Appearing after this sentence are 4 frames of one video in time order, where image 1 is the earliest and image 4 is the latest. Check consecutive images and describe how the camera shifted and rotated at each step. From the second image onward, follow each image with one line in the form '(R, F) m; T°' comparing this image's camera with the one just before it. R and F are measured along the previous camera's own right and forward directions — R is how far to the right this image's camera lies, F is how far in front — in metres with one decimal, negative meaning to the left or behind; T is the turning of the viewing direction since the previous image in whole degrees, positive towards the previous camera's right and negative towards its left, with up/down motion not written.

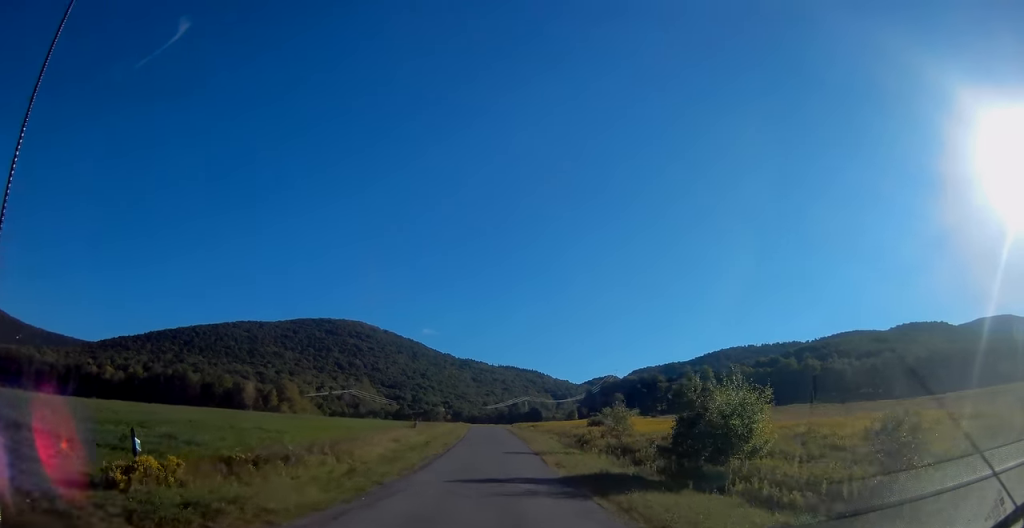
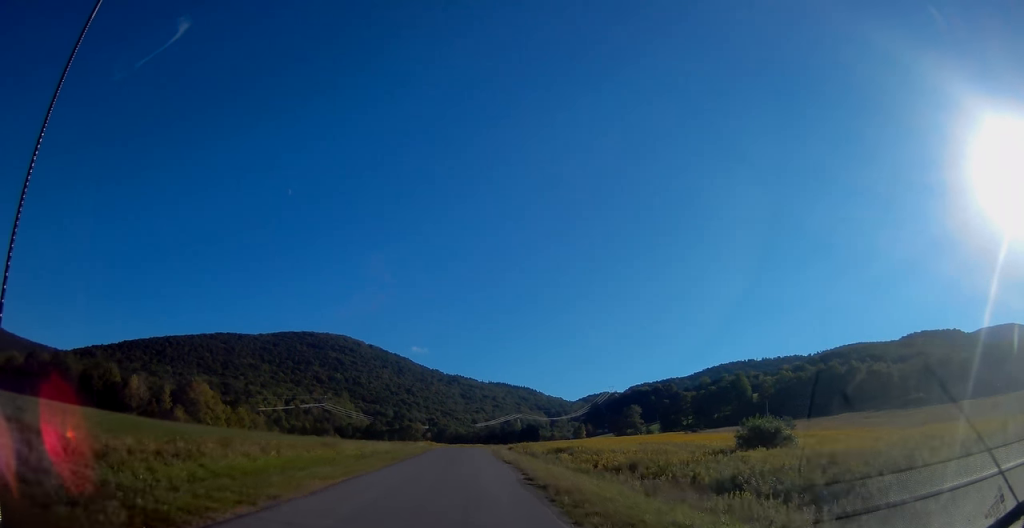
(+1.2, +67.0) m; 0°
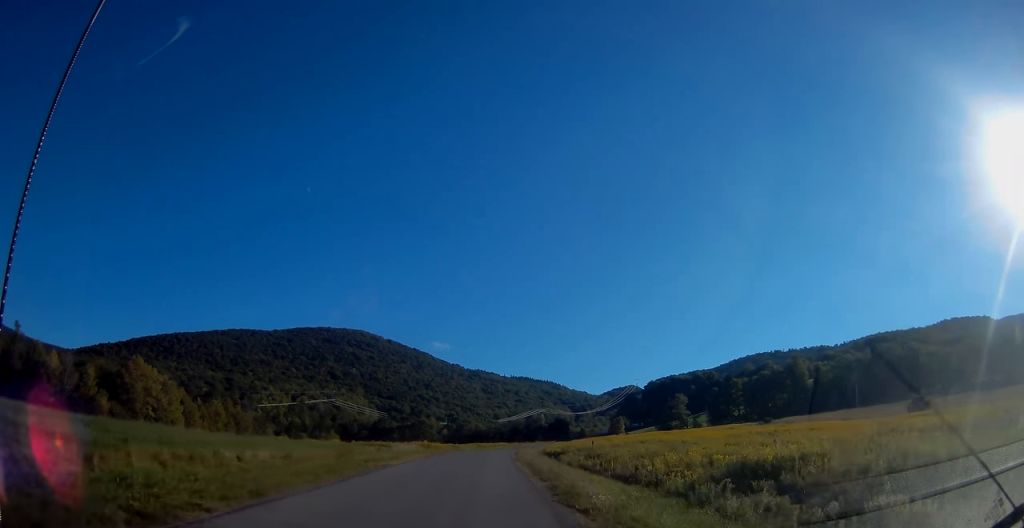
(-0.7, +39.6) m; -1°
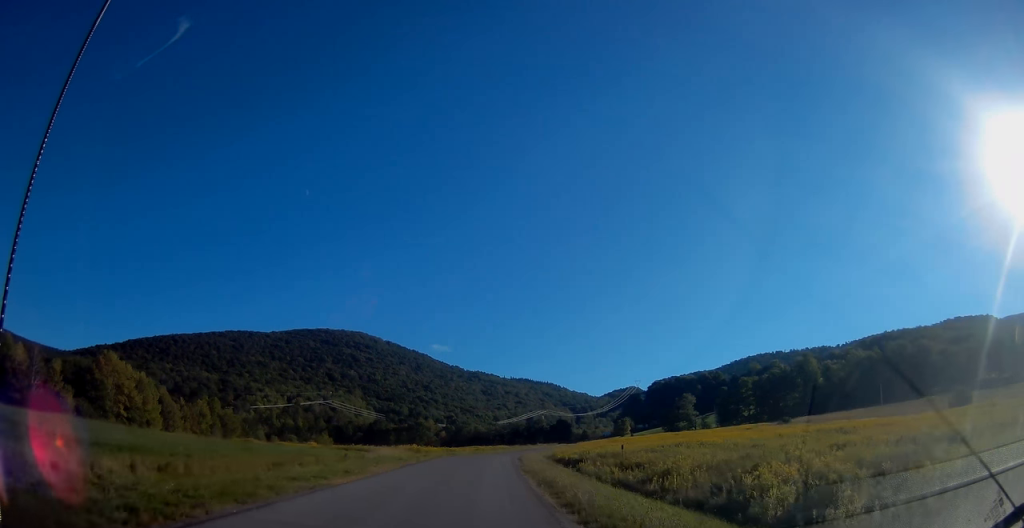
(-0.2, +11.0) m; -1°
